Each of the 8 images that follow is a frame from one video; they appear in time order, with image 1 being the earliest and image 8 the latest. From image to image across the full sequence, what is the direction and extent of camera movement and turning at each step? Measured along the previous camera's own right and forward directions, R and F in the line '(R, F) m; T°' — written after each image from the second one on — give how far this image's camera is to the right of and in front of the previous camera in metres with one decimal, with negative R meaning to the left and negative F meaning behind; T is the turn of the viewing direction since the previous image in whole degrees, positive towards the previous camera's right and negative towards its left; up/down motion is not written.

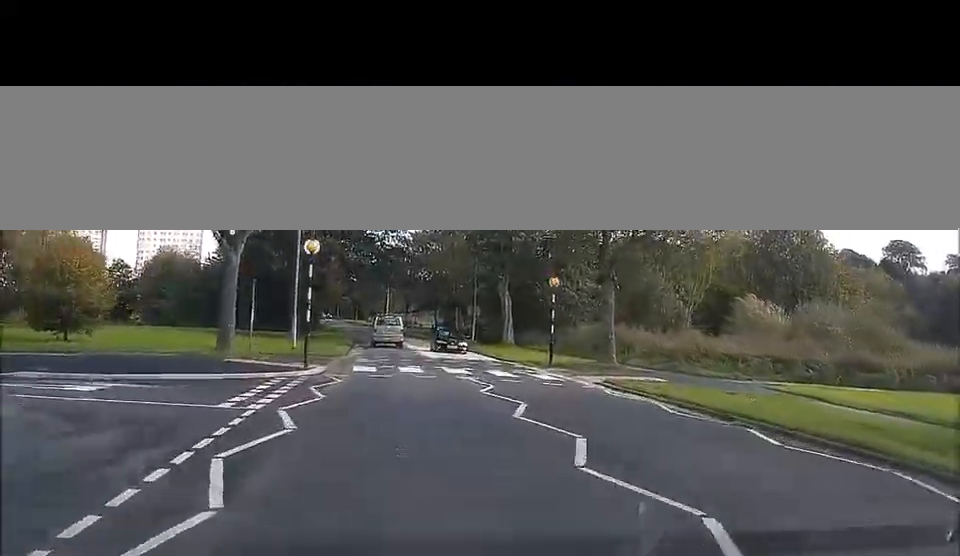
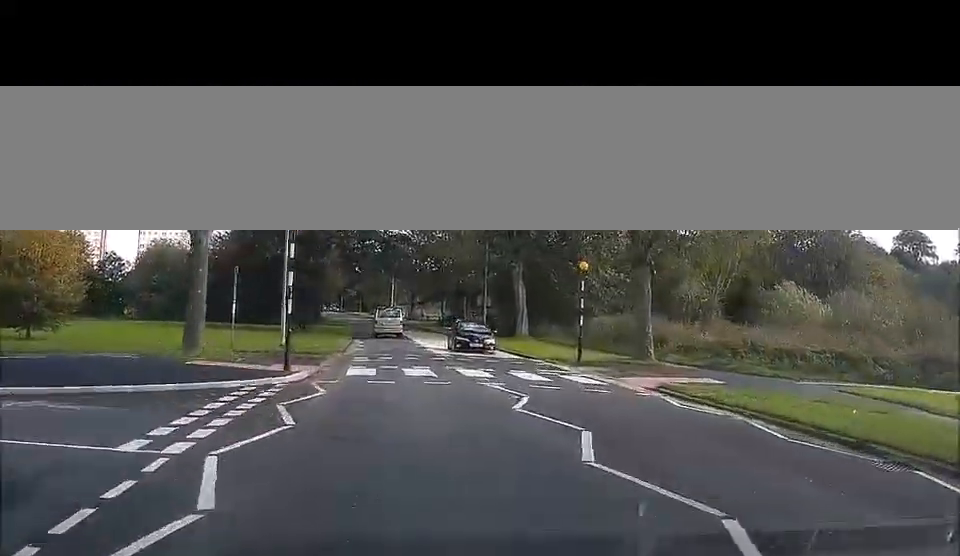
(-0.1, +3.3) m; +2°
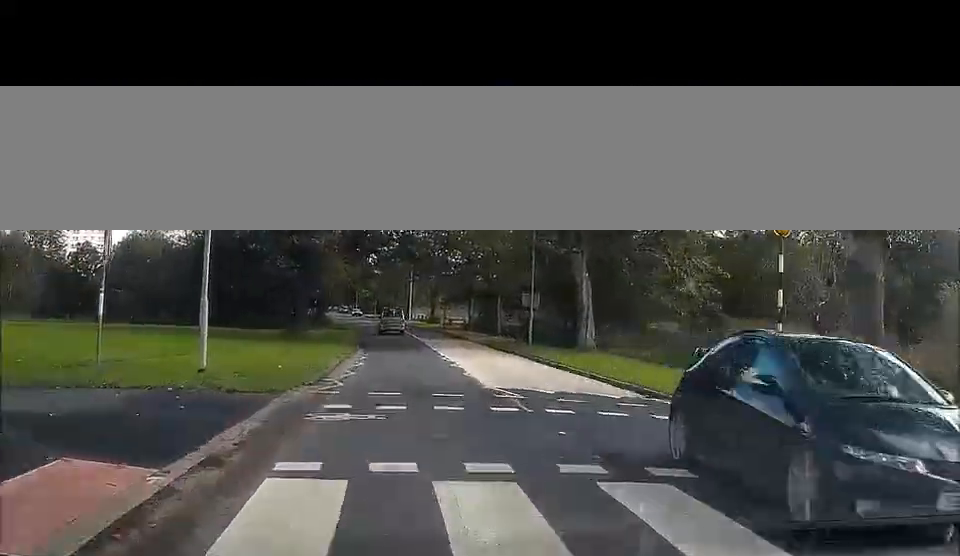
(0.0, +15.3) m; -2°
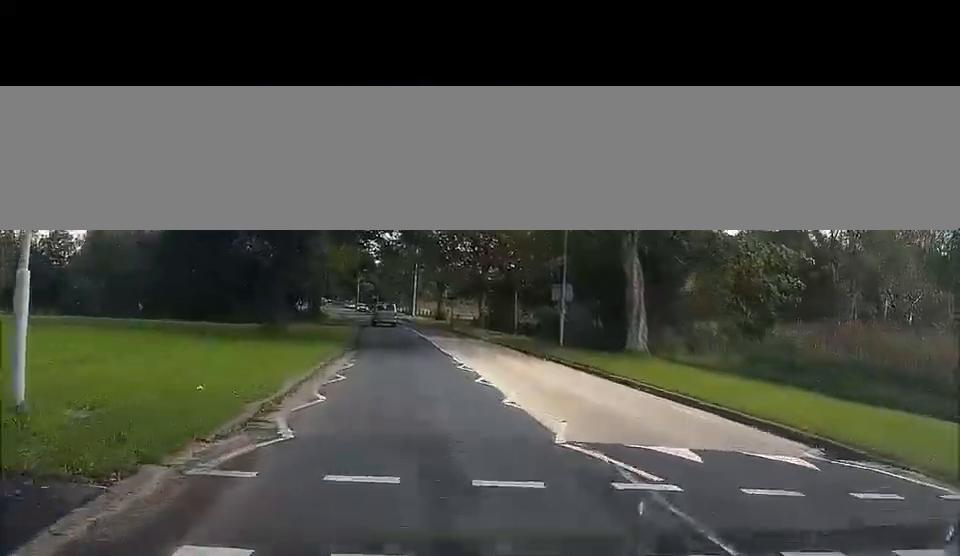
(-0.2, +8.9) m; -2°
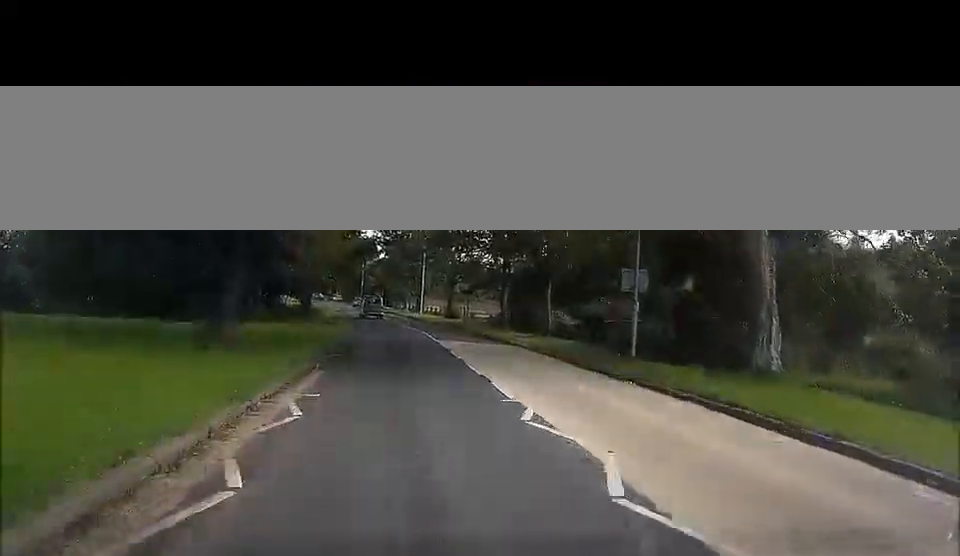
(-0.2, +11.6) m; +1°
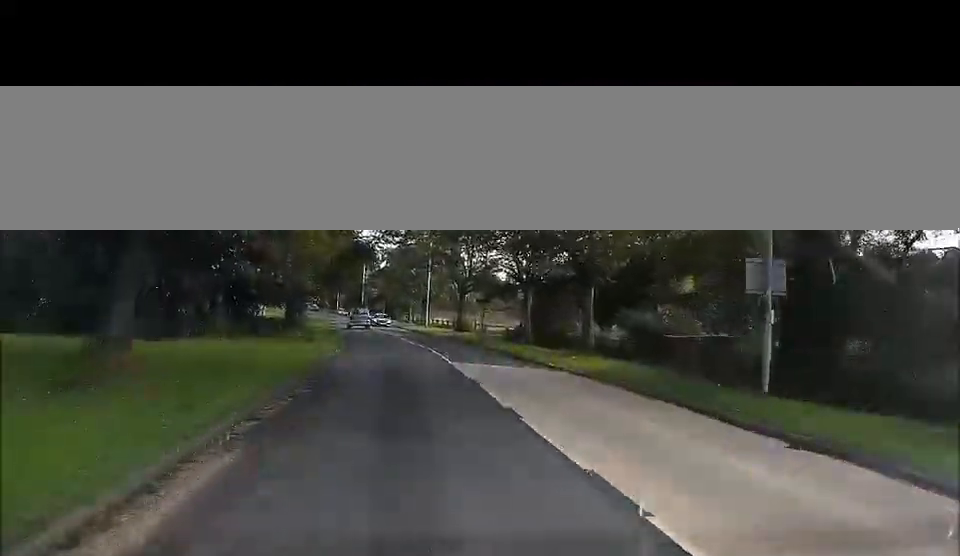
(+0.3, +9.7) m; -2°
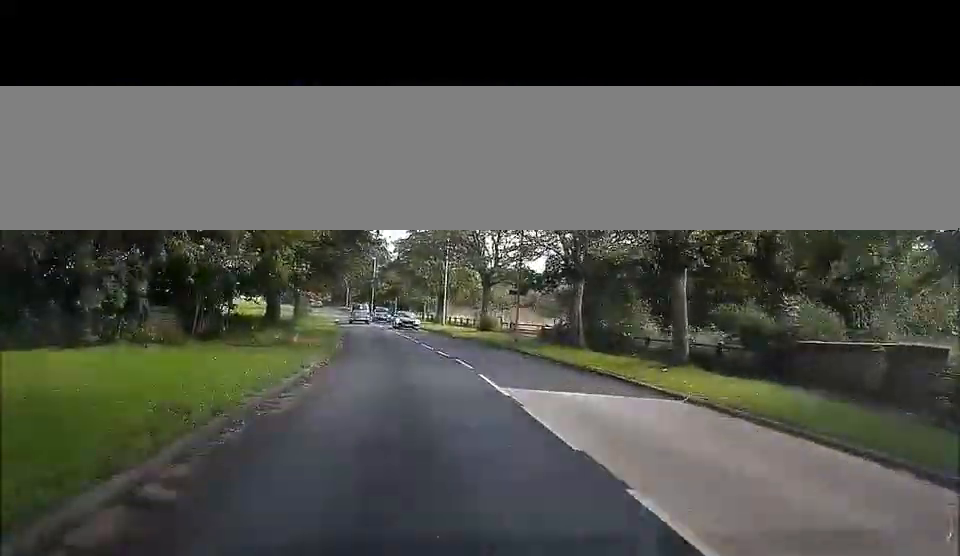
(-0.7, +11.7) m; -3°
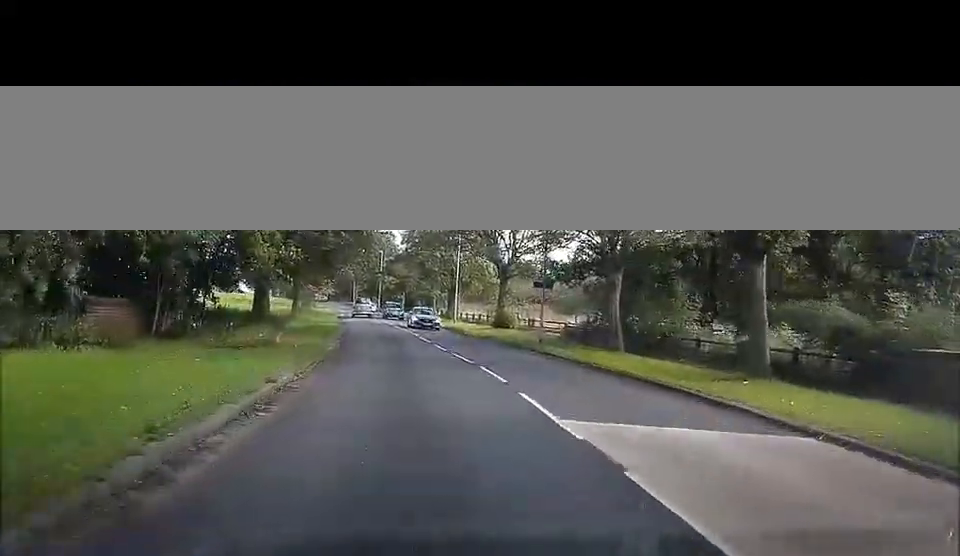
(0.0, +5.7) m; 0°
